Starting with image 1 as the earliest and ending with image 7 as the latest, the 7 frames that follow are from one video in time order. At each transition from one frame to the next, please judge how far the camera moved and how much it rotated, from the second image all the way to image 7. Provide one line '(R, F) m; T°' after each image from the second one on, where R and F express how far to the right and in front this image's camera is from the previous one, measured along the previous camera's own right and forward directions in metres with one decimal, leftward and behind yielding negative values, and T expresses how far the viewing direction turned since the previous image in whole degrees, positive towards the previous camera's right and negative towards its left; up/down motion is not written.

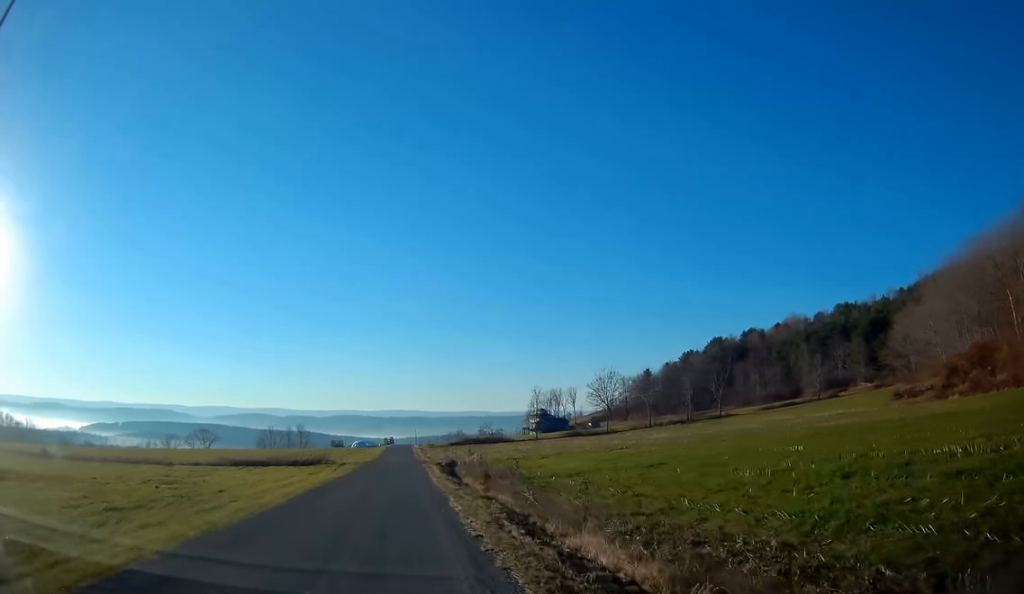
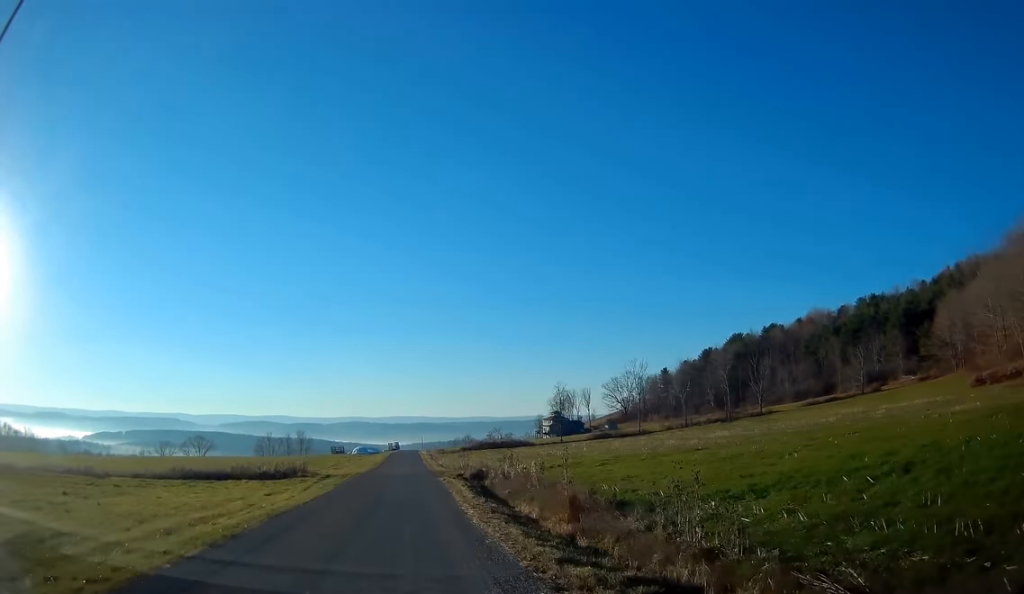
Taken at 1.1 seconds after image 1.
(+0.1, +17.9) m; -1°
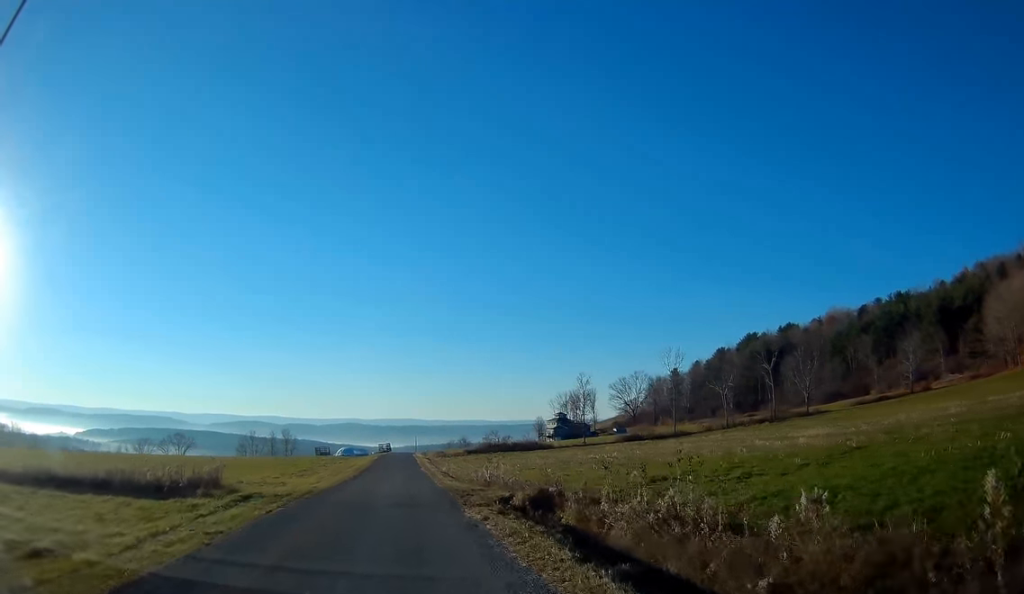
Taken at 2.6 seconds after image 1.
(-0.2, +22.3) m; -1°
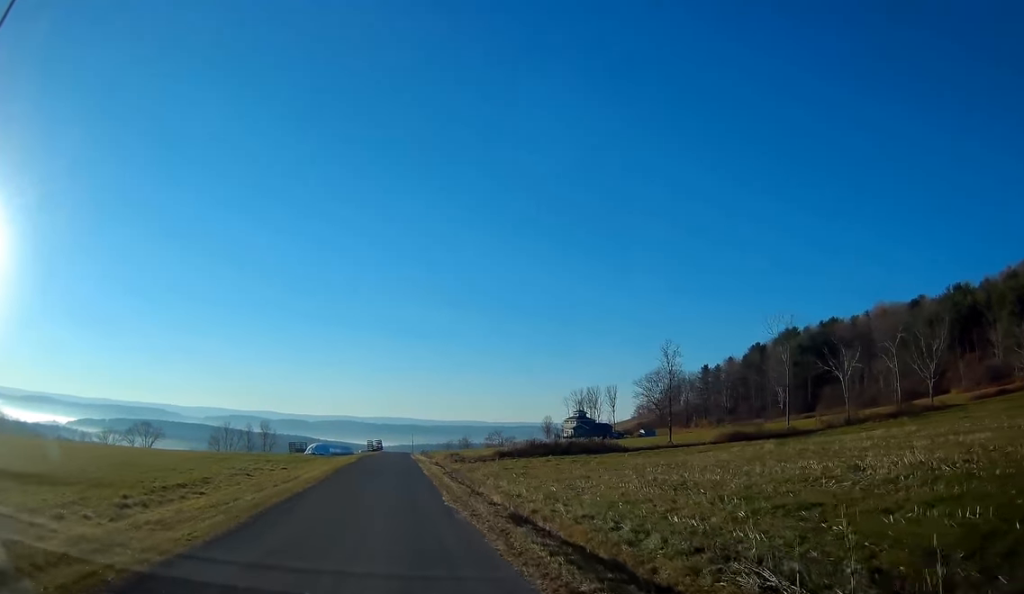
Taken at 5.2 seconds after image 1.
(-0.1, +38.2) m; 0°
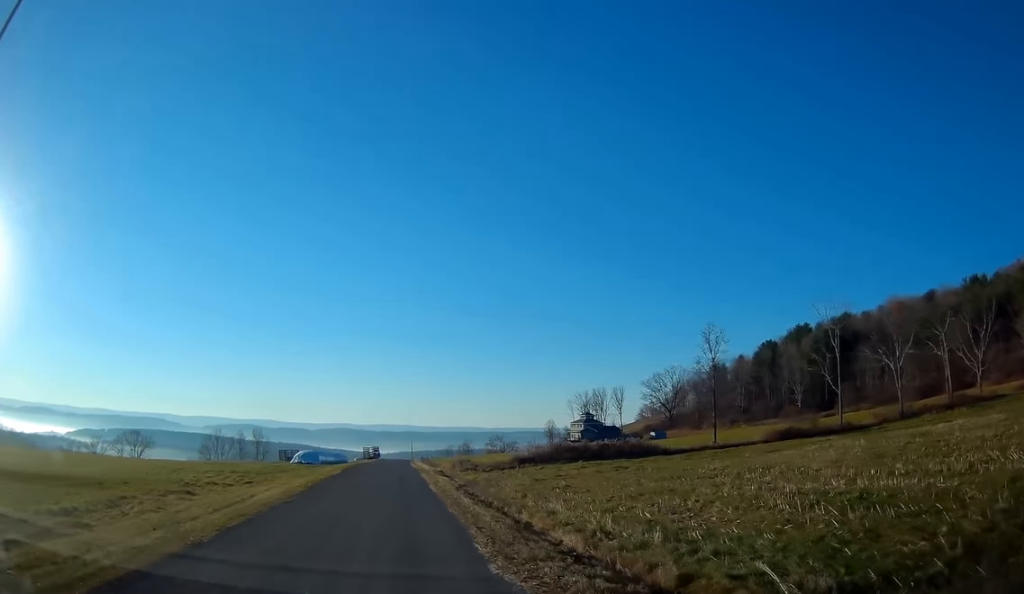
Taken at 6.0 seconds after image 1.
(0.0, +11.8) m; 0°
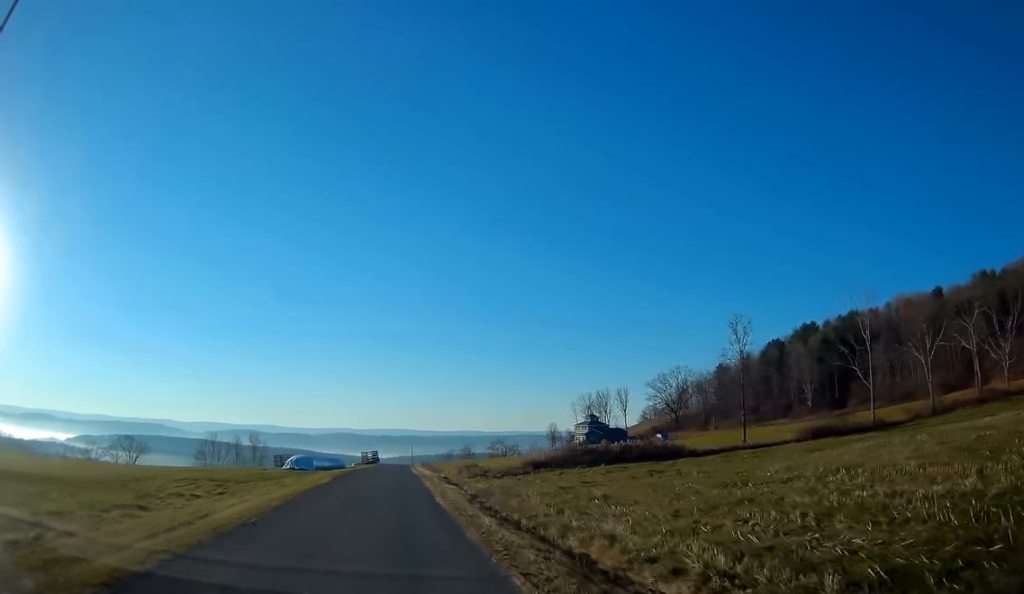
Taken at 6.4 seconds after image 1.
(0.0, +6.1) m; +1°
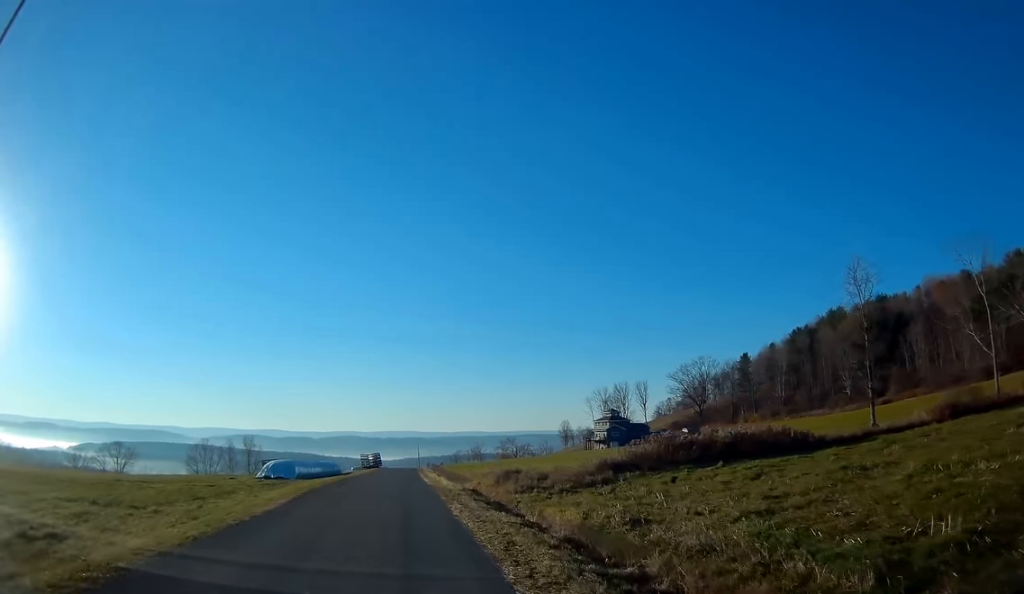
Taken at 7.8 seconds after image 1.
(+0.3, +18.1) m; 0°
